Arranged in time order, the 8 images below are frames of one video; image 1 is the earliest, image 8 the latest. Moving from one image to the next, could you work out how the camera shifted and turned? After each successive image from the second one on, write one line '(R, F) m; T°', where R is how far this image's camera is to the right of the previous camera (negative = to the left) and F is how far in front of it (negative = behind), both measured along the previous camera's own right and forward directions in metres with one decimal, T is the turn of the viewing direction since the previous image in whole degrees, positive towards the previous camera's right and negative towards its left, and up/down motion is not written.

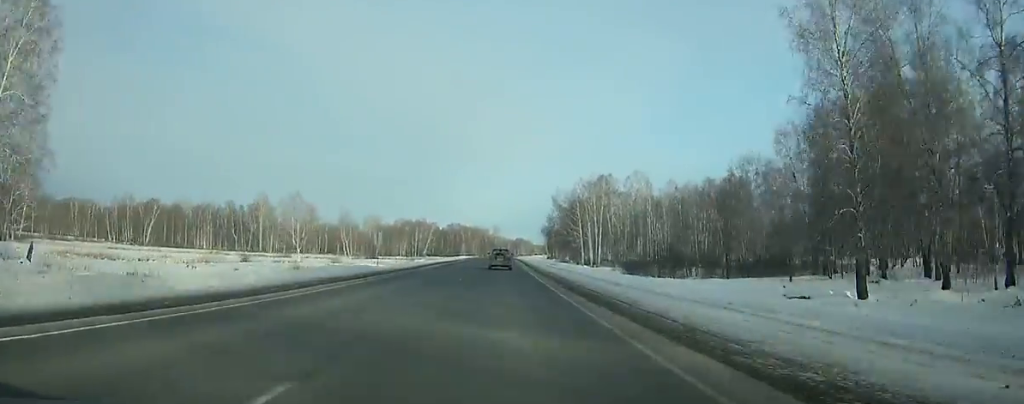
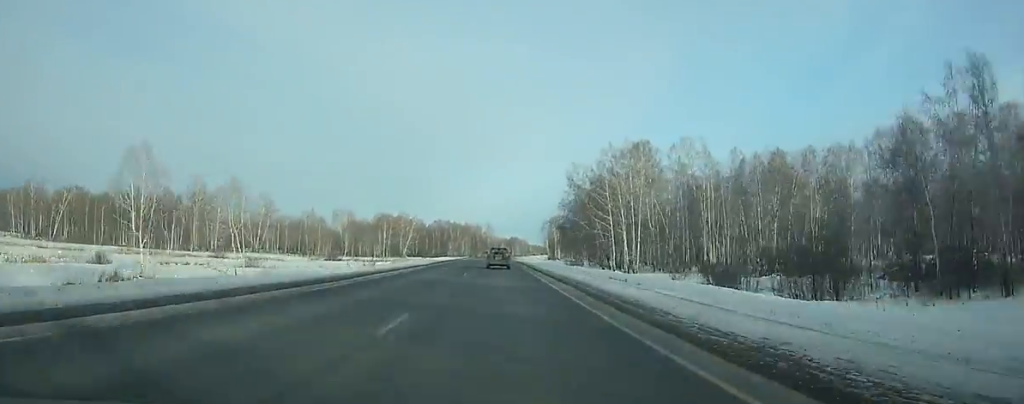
(+0.1, +53.1) m; 0°
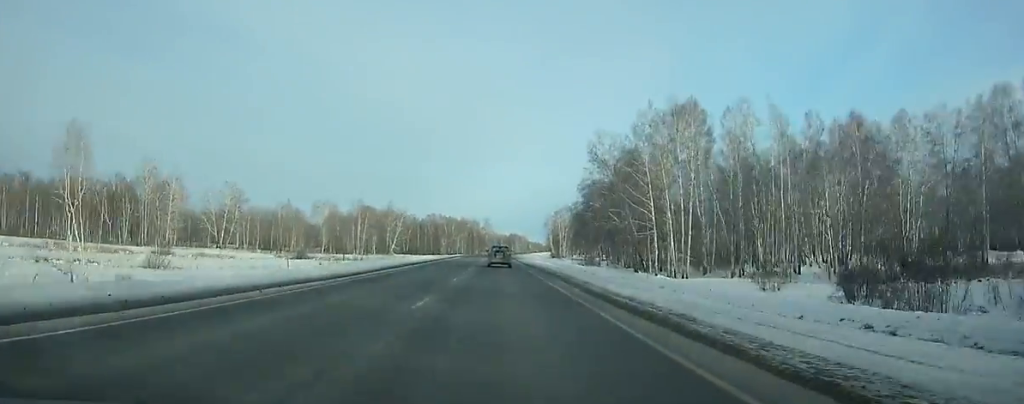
(+0.1, +32.0) m; 0°
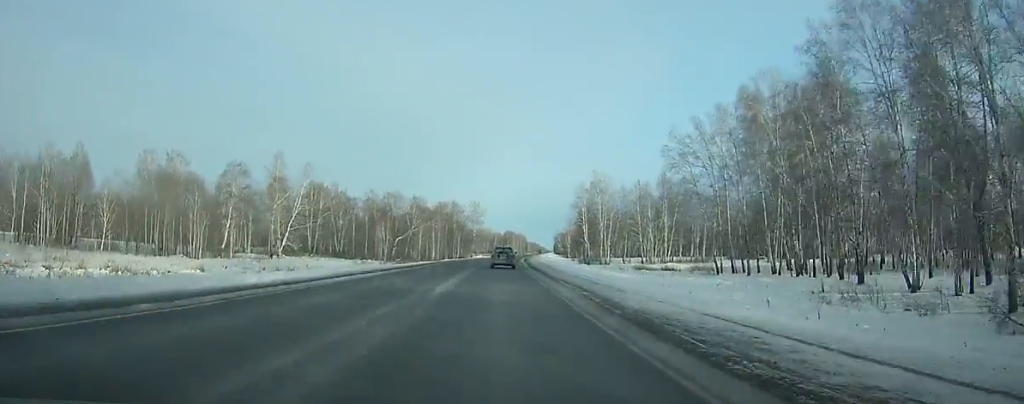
(+0.6, +131.3) m; +1°
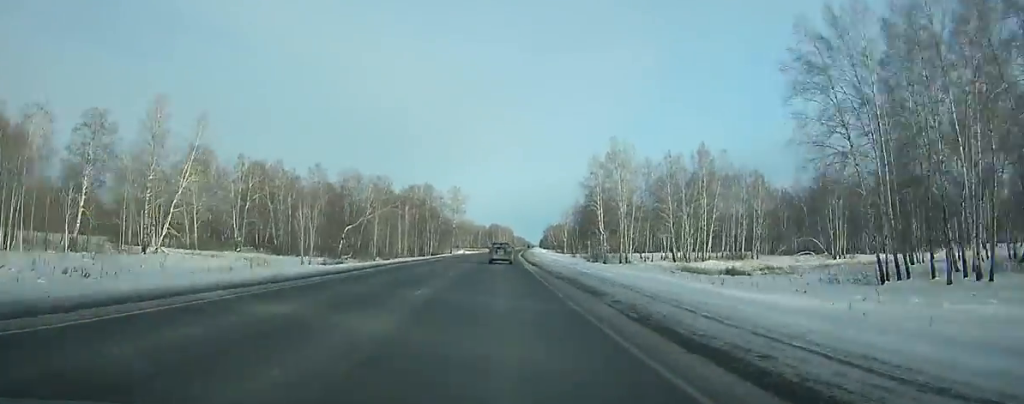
(+0.3, +45.8) m; +1°
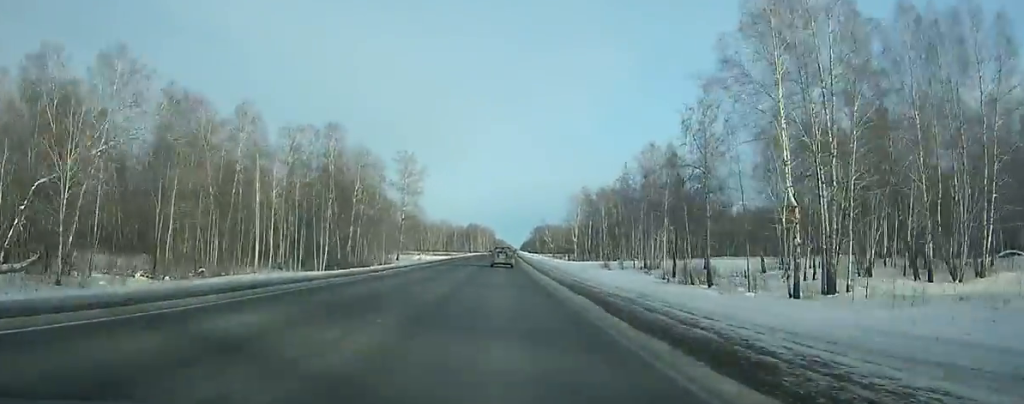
(+1.4, +89.2) m; +2°
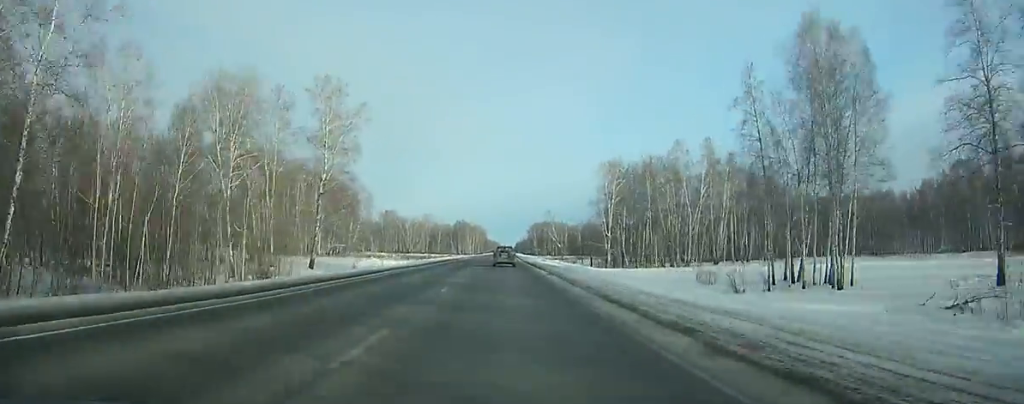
(+0.5, +62.8) m; +1°
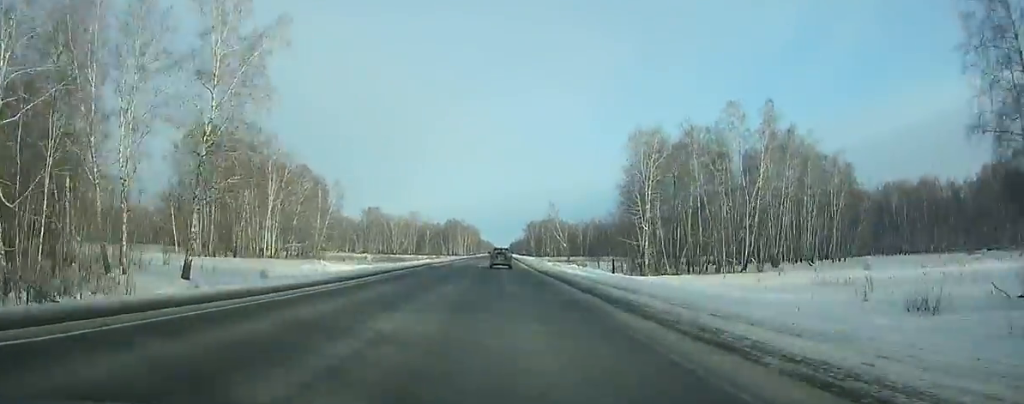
(-0.1, +32.9) m; 0°
